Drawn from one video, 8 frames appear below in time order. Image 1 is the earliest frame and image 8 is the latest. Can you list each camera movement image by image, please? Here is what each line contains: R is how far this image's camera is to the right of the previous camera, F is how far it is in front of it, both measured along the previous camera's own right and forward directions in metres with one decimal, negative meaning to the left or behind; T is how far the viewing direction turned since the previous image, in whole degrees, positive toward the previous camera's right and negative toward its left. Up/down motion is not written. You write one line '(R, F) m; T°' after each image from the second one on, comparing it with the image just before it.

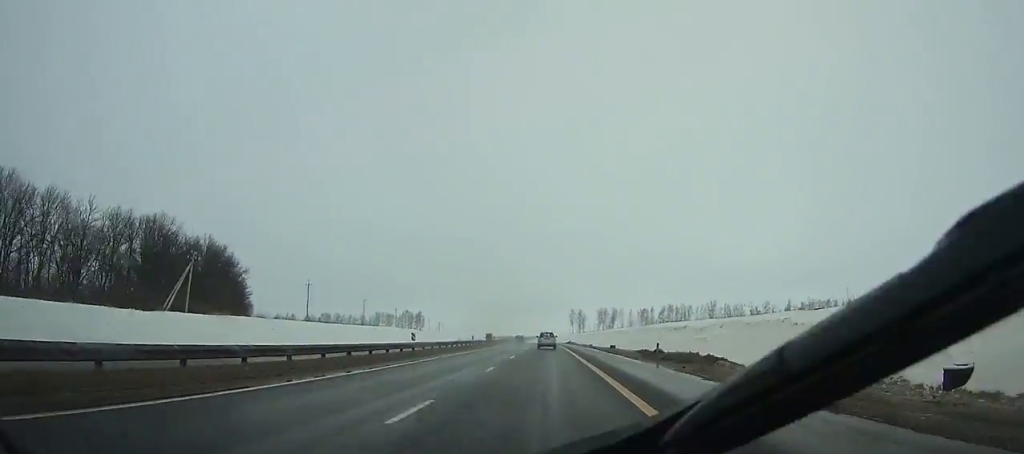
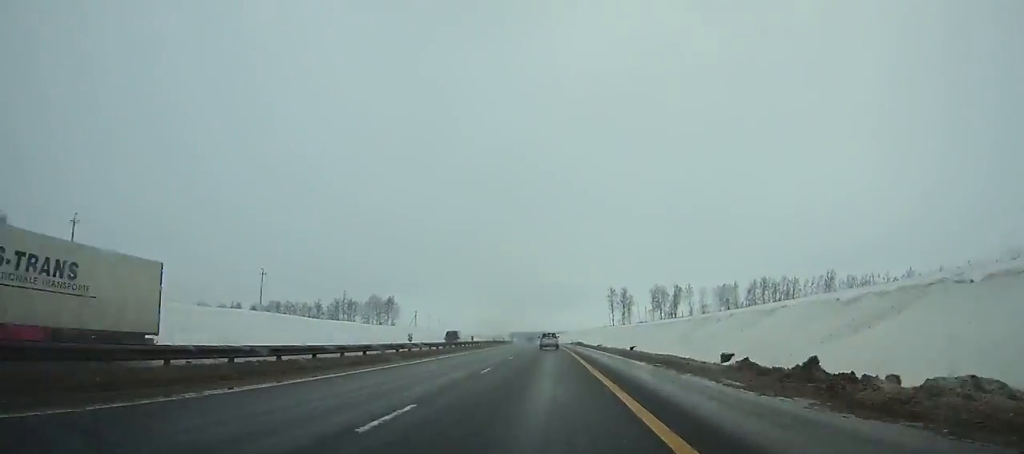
(-2.6, +119.4) m; -3°
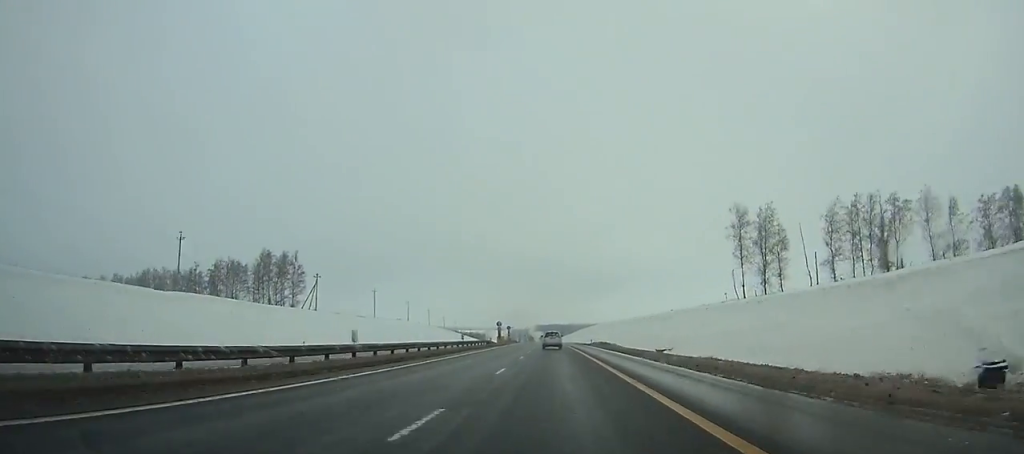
(-2.8, +131.6) m; -2°
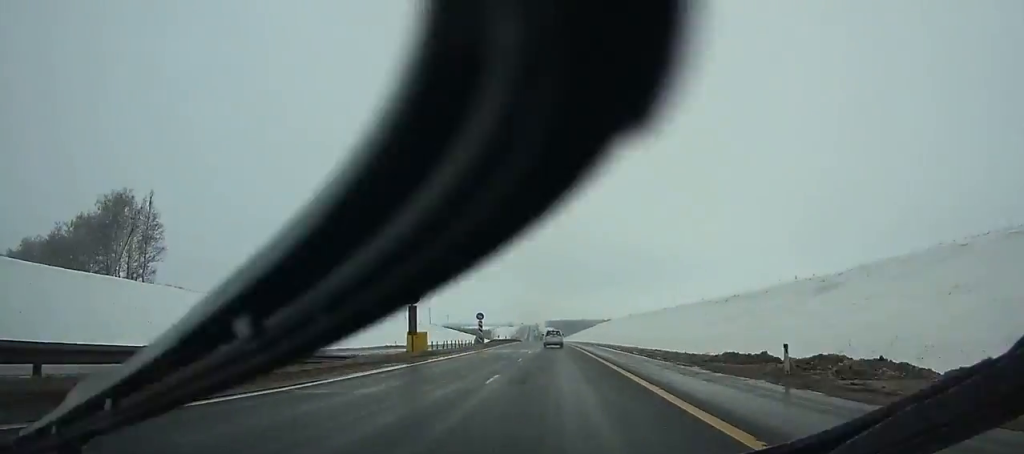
(-0.4, +63.9) m; -1°
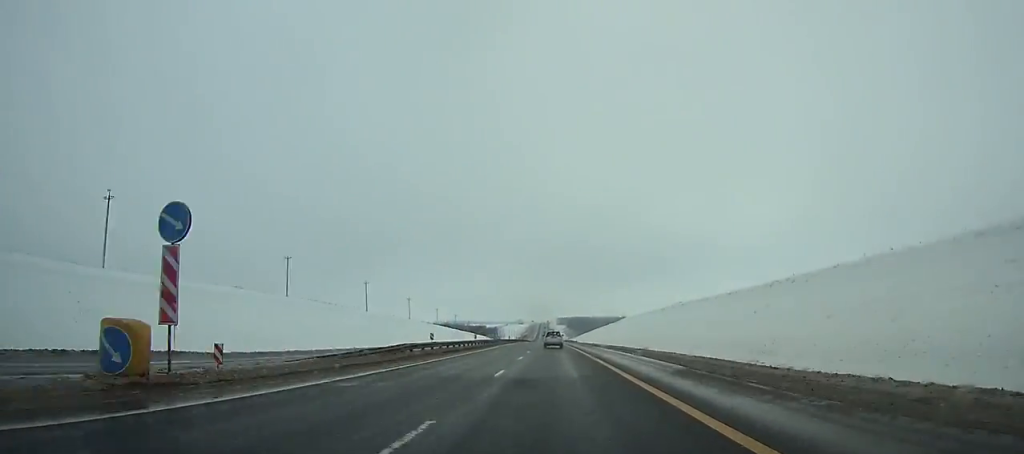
(-0.7, +57.5) m; -1°
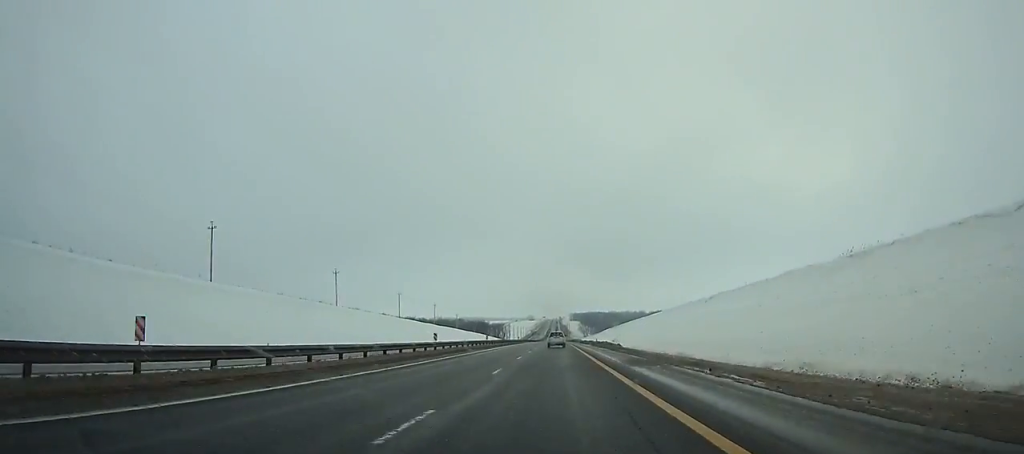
(-0.9, +82.9) m; -1°
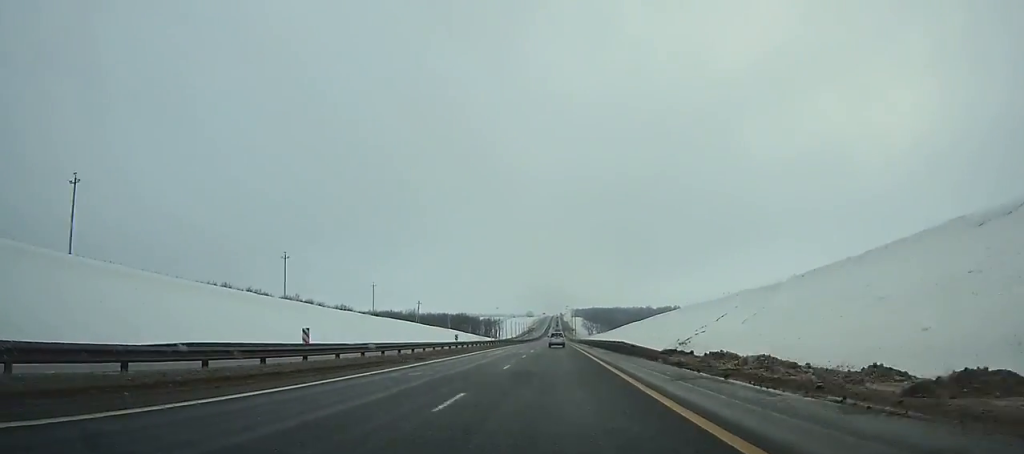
(-0.4, +82.8) m; 0°
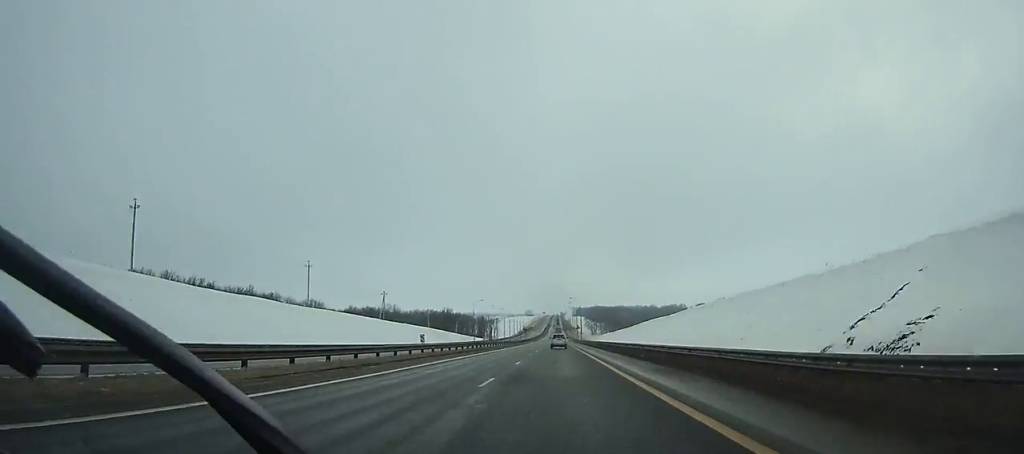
(0.0, +42.8) m; 0°
